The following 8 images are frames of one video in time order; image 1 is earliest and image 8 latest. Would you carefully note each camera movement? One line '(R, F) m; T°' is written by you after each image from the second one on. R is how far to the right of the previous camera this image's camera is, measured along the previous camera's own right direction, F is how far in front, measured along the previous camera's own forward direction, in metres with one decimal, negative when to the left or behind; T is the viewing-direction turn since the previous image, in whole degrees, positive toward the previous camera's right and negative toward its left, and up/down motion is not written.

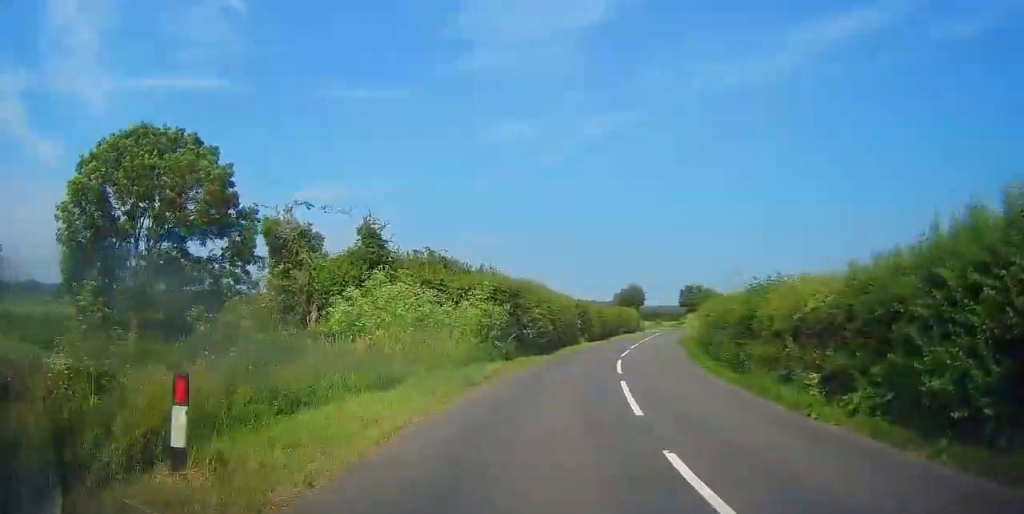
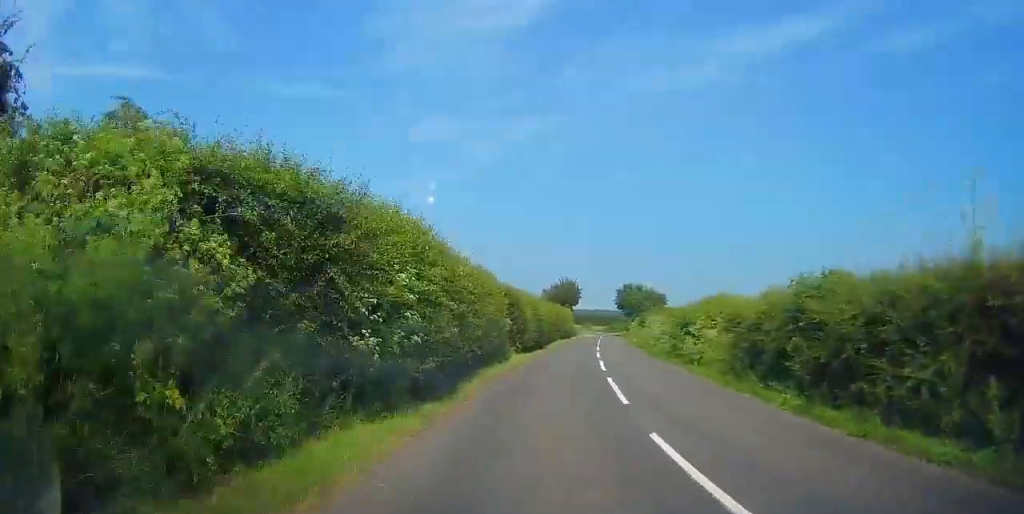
(+1.2, +16.7) m; +7°
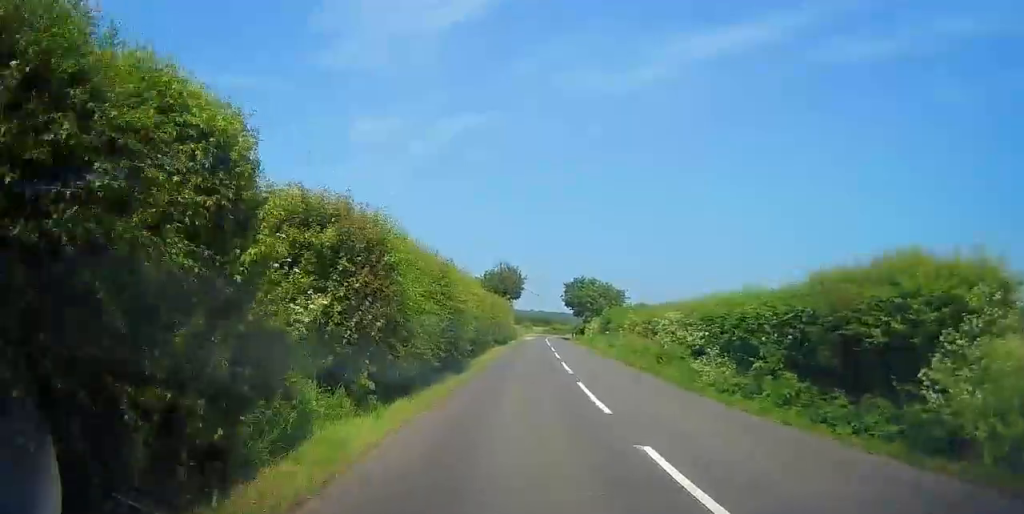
(+0.8, +18.8) m; +4°
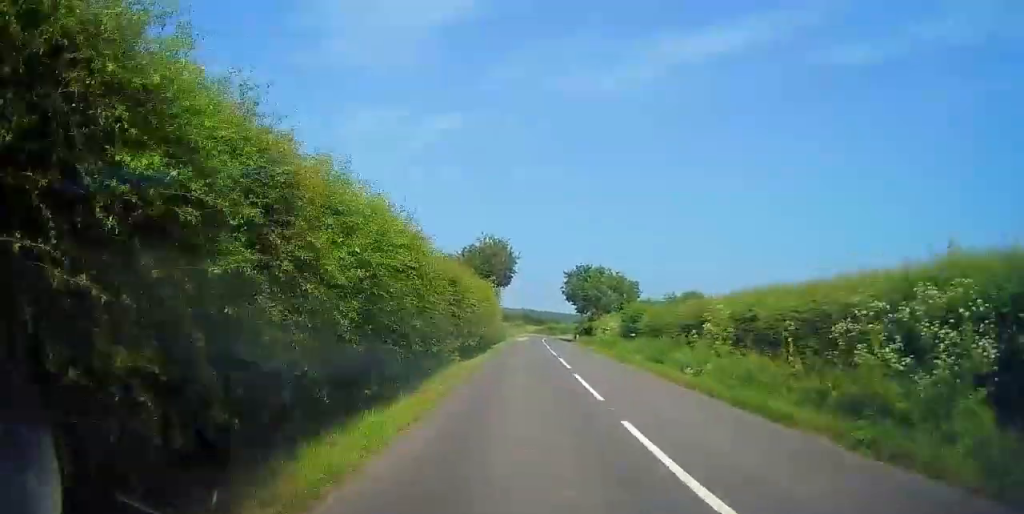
(+0.2, +15.9) m; -3°
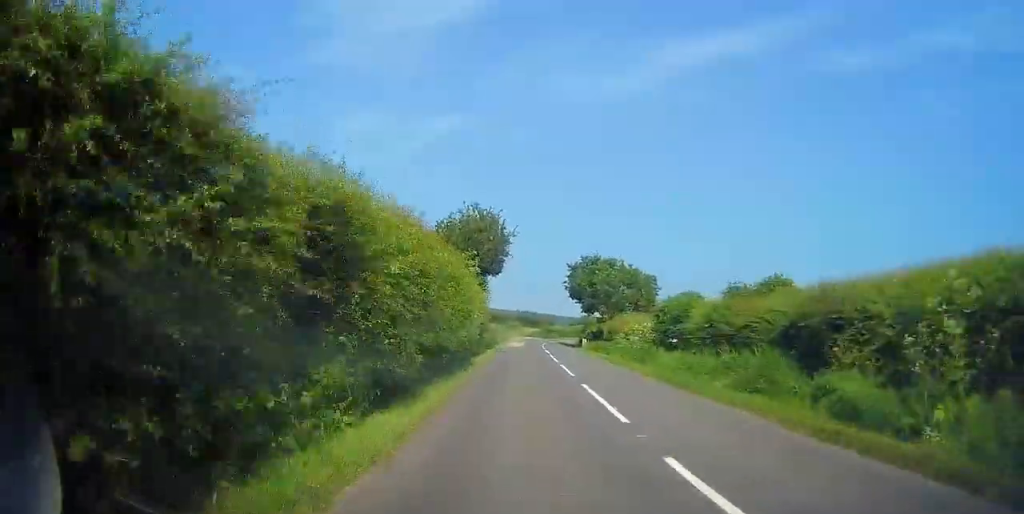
(-0.7, +10.0) m; -3°
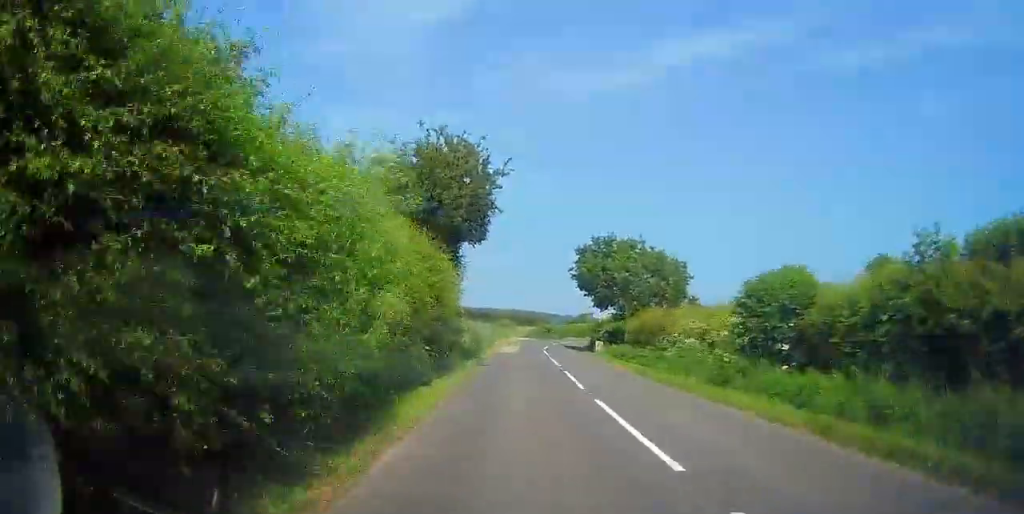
(-0.2, +13.0) m; +4°
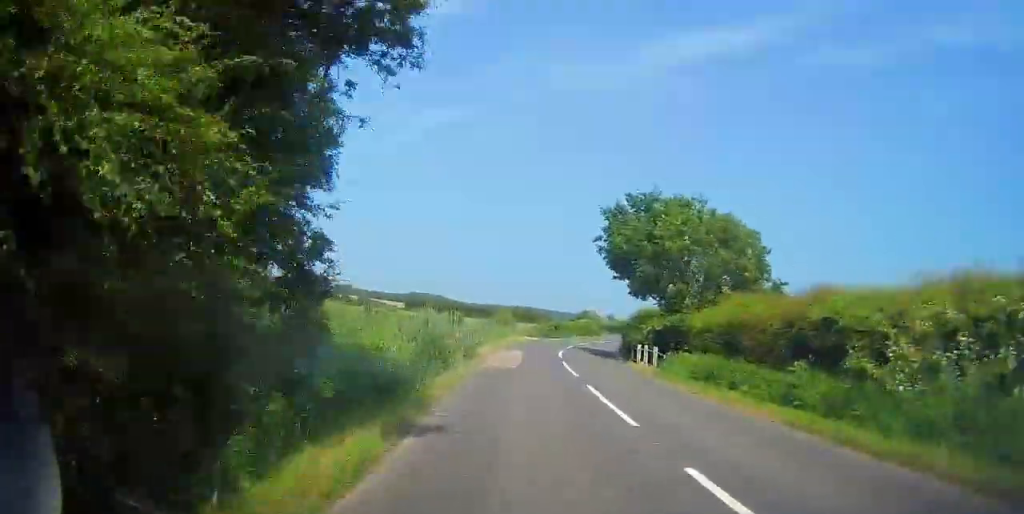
(+1.4, +16.1) m; +9°
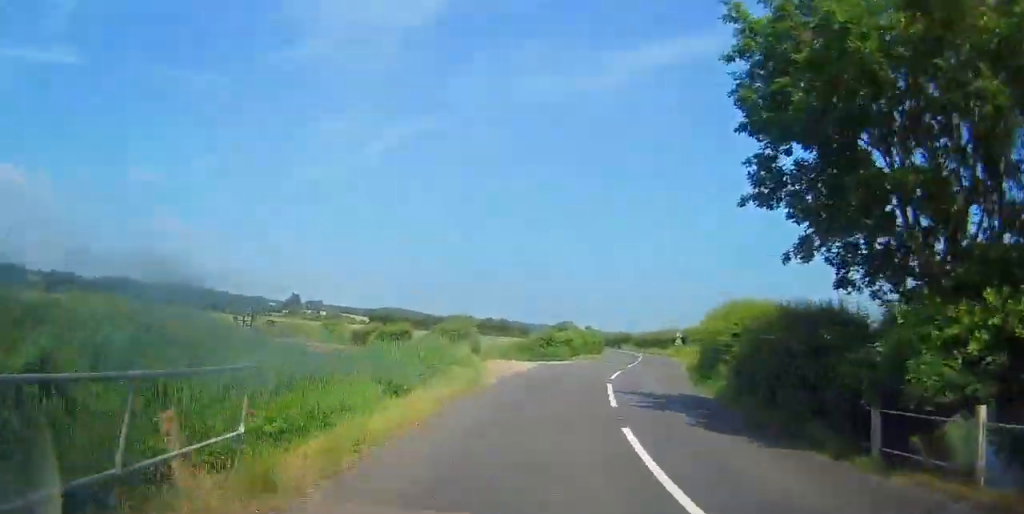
(+1.0, +24.3) m; +1°
